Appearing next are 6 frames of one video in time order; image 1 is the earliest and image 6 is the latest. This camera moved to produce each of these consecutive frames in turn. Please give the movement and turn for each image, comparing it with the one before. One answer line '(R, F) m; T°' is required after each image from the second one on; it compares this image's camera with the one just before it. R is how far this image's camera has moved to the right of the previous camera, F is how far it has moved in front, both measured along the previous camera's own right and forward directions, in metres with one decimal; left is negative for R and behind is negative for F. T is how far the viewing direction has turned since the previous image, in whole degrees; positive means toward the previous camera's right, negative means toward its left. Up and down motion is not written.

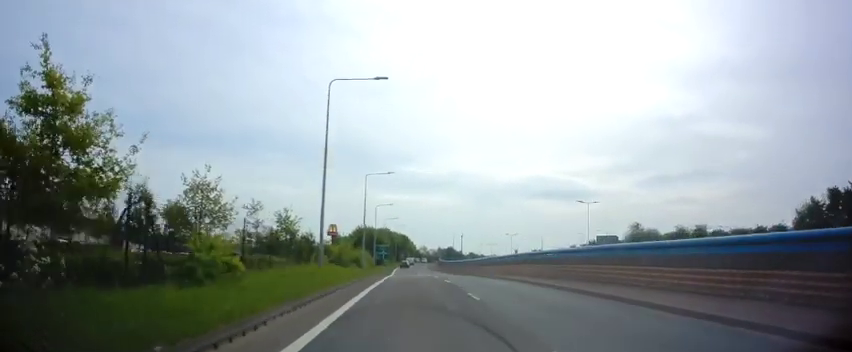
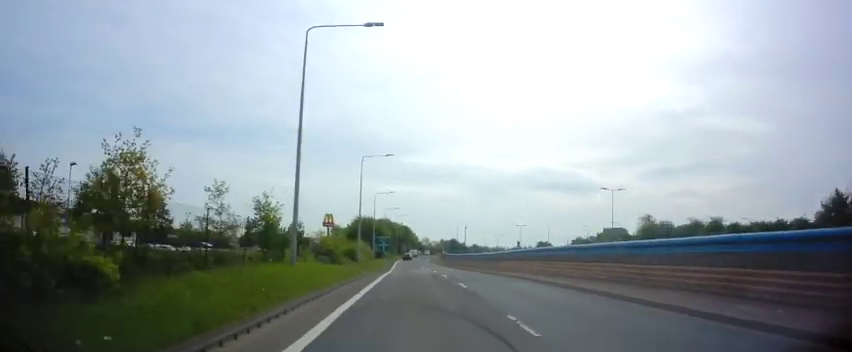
(+0.2, +5.5) m; 0°
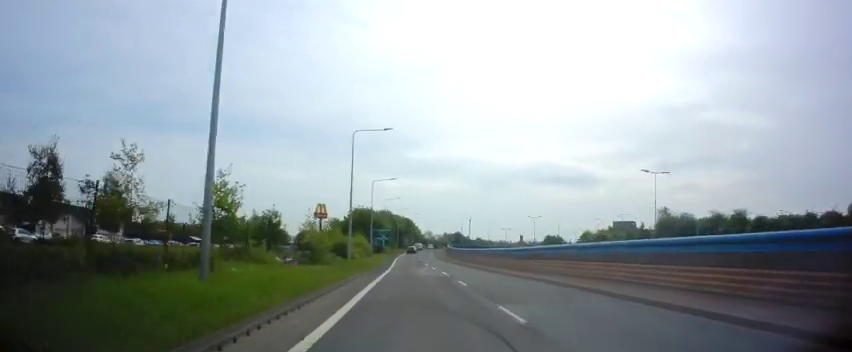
(+0.3, +7.8) m; 0°
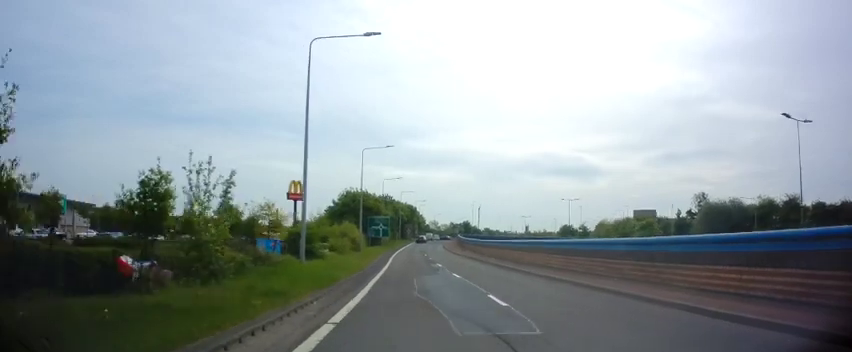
(-0.4, +15.3) m; -2°
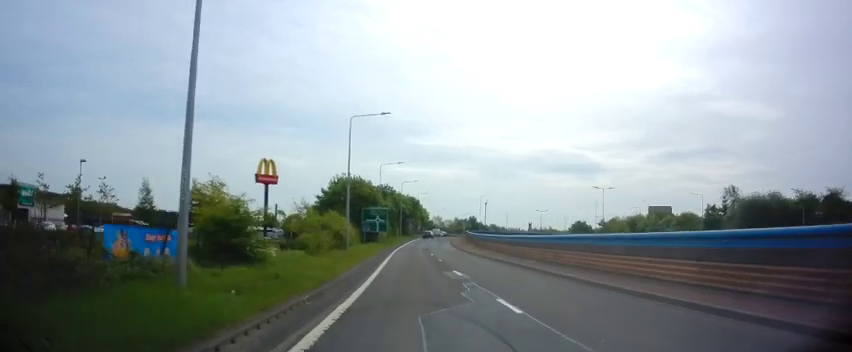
(-0.1, +10.2) m; 0°
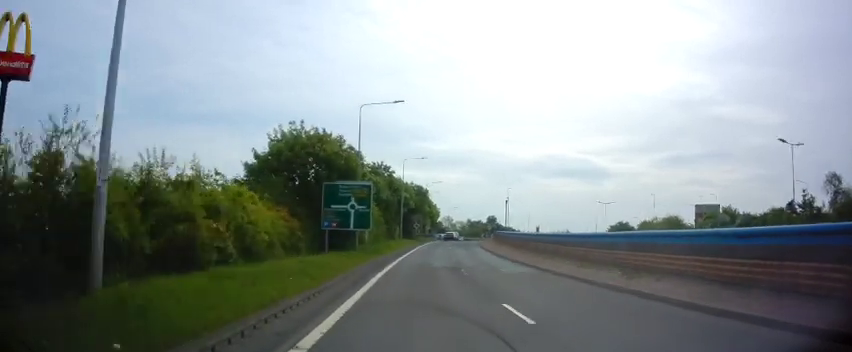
(-0.4, +27.3) m; -1°
